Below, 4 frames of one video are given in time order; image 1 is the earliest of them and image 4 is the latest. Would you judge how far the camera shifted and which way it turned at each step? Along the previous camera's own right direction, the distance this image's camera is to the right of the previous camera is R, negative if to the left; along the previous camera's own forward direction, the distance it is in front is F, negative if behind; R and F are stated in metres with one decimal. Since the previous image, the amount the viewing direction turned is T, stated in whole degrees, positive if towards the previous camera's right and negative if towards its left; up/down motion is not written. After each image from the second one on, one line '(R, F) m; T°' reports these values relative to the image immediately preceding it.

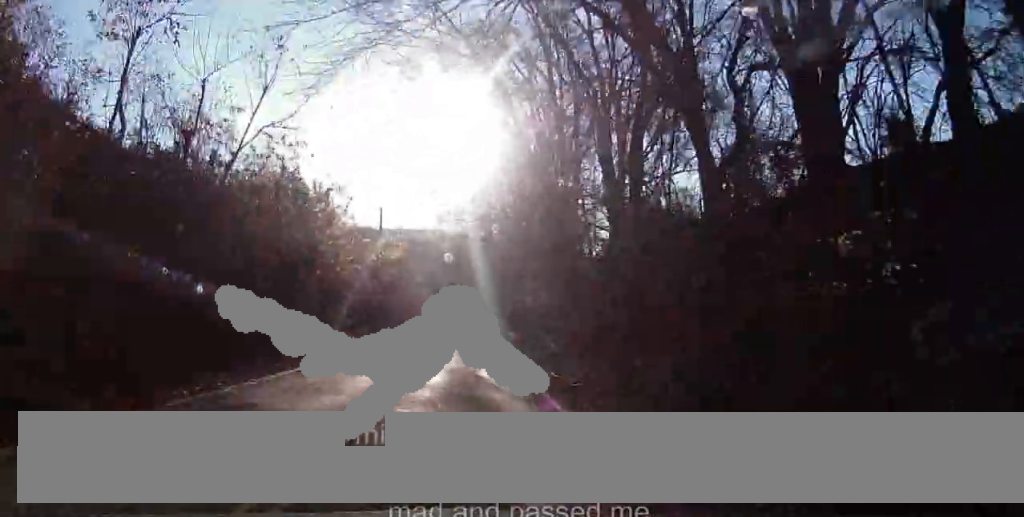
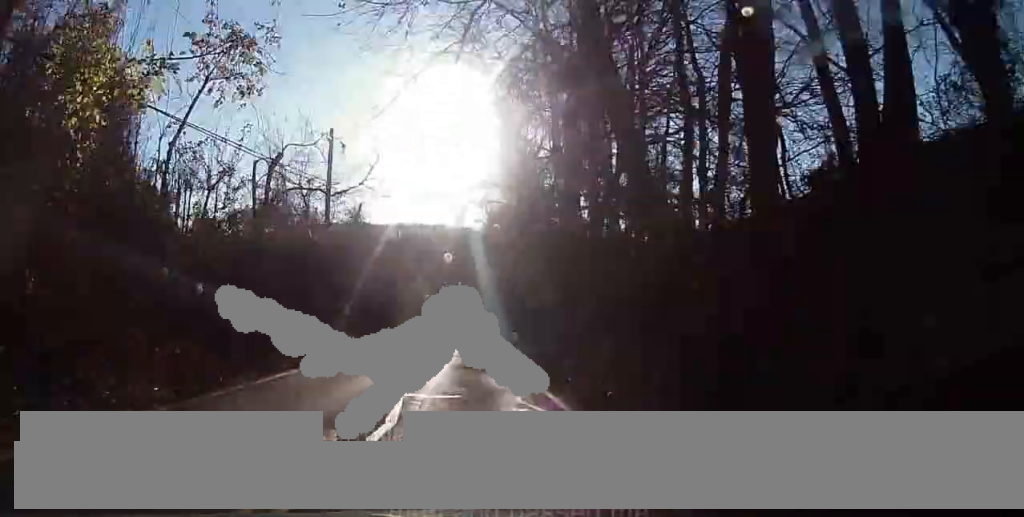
(+0.7, +28.3) m; +1°
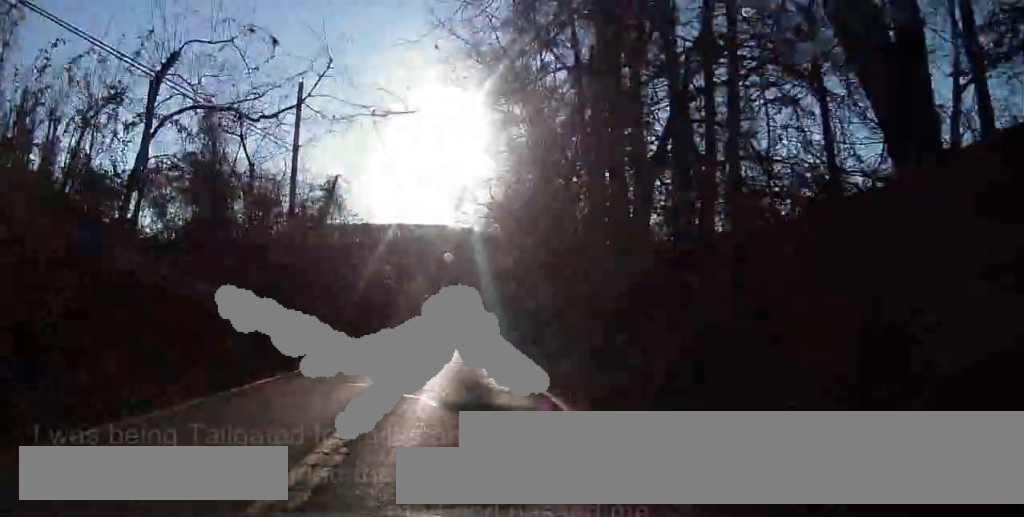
(-0.1, +8.7) m; 0°
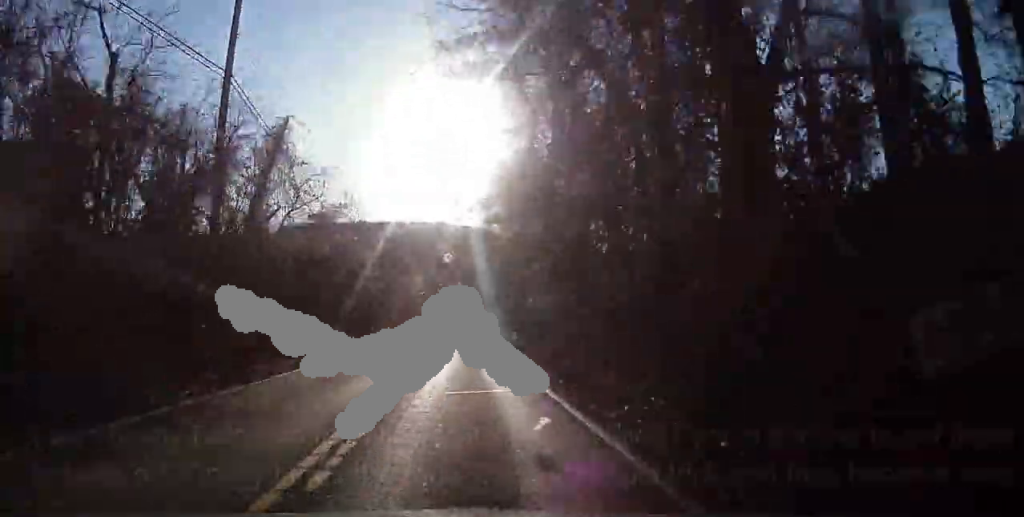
(-0.1, +10.2) m; -1°
